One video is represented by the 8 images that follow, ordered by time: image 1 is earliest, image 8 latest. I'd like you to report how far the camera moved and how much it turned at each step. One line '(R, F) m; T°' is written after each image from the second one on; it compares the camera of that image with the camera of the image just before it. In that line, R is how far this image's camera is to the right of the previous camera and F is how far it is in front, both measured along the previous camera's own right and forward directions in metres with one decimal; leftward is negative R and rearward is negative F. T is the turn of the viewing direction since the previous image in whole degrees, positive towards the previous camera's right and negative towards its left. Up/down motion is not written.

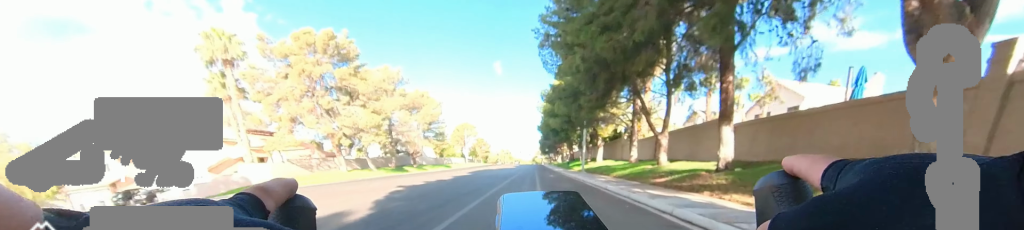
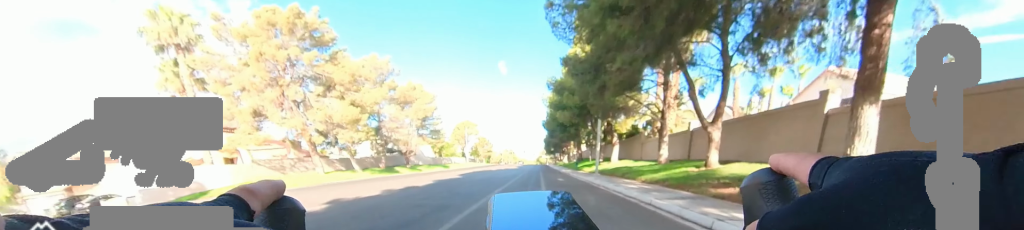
(0.0, +4.5) m; 0°
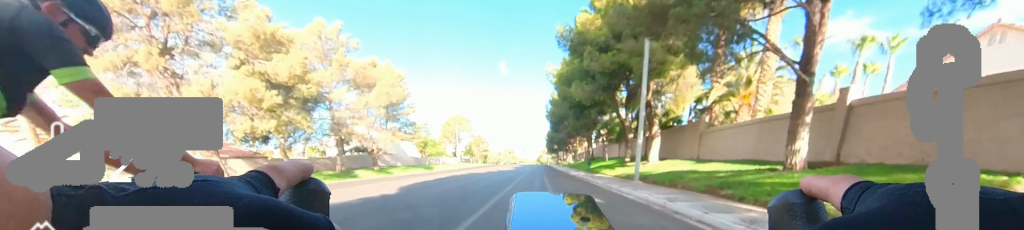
(0.0, +10.4) m; 0°
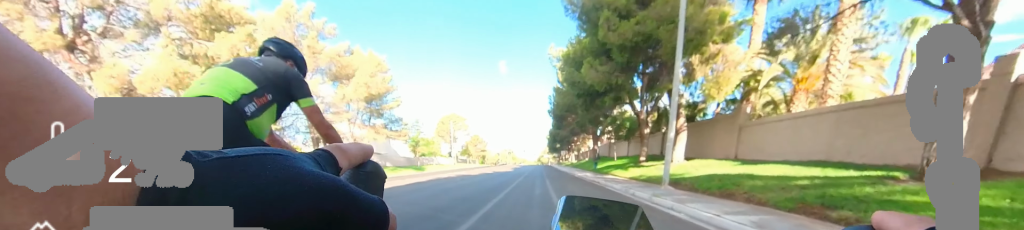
(0.0, +4.0) m; 0°
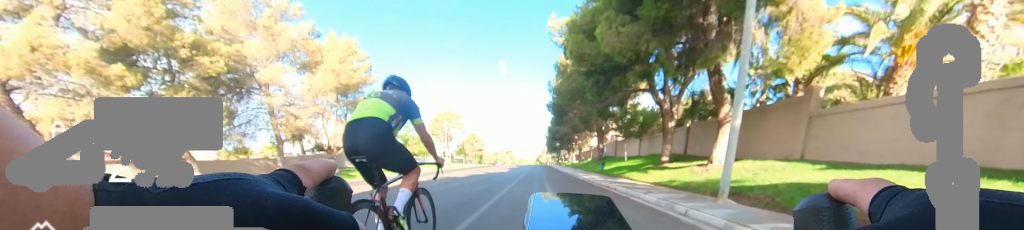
(0.0, +4.3) m; 0°
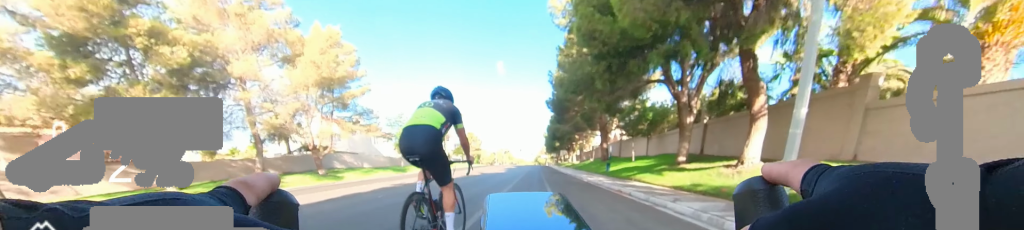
(0.0, +2.2) m; 0°
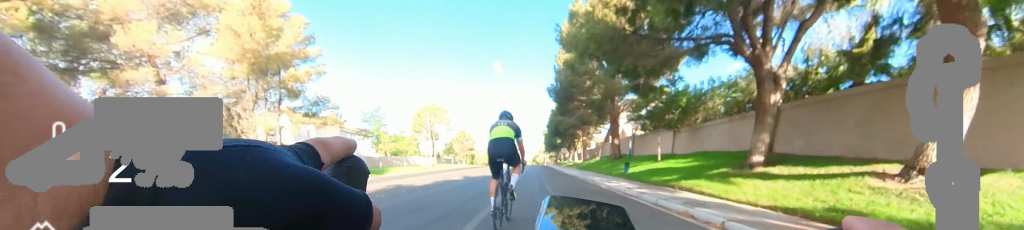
(0.0, +6.0) m; 0°
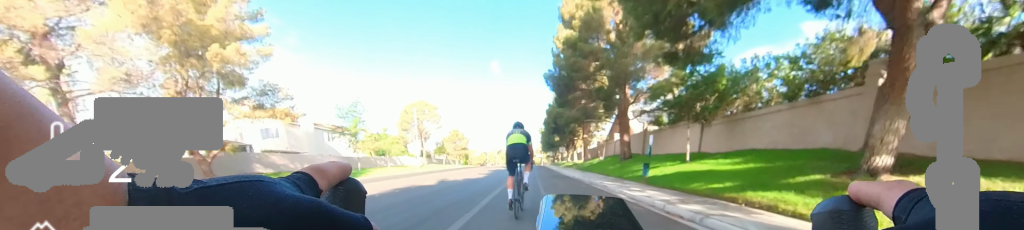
(0.0, +4.5) m; 0°
